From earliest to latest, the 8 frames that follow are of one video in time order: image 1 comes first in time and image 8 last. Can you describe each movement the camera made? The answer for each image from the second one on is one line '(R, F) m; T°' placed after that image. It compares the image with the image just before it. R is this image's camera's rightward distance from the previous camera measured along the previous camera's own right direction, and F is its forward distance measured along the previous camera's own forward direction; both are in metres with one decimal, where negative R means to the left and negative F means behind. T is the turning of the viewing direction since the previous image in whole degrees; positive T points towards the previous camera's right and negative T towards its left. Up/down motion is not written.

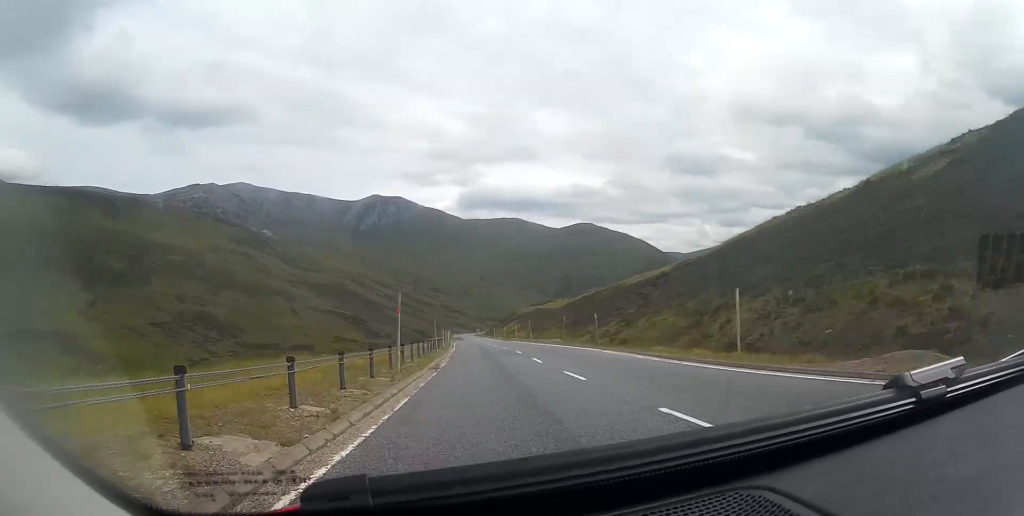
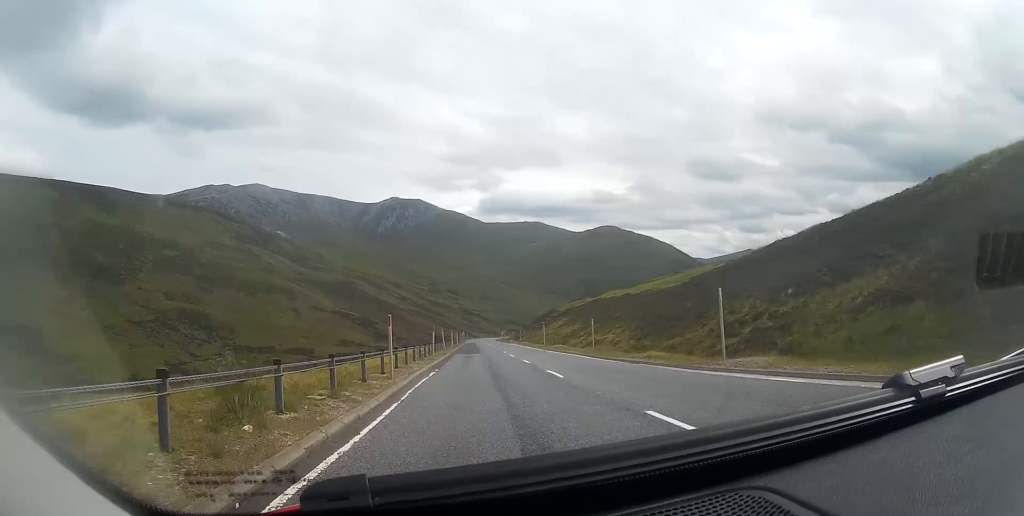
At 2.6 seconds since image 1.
(0.0, +65.4) m; -1°
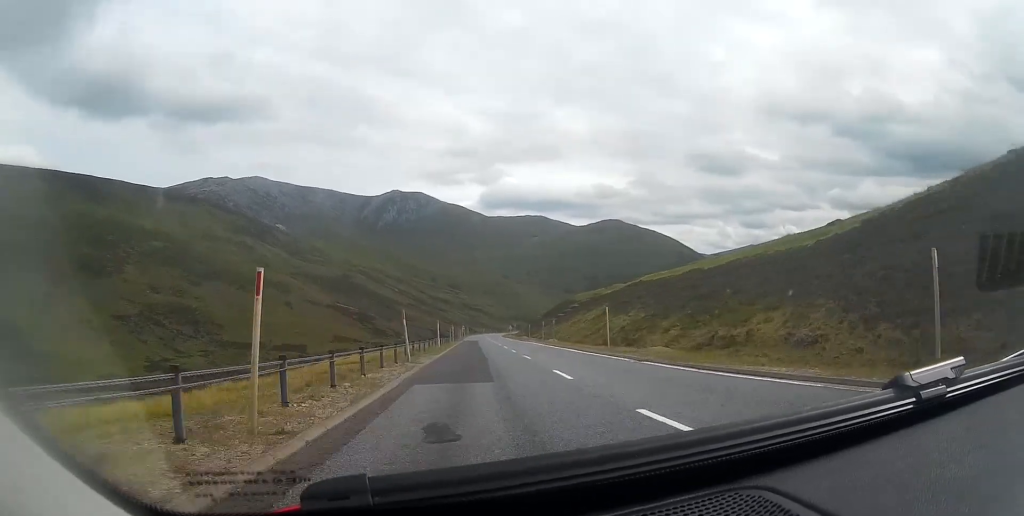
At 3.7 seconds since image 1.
(-0.1, +28.7) m; 0°
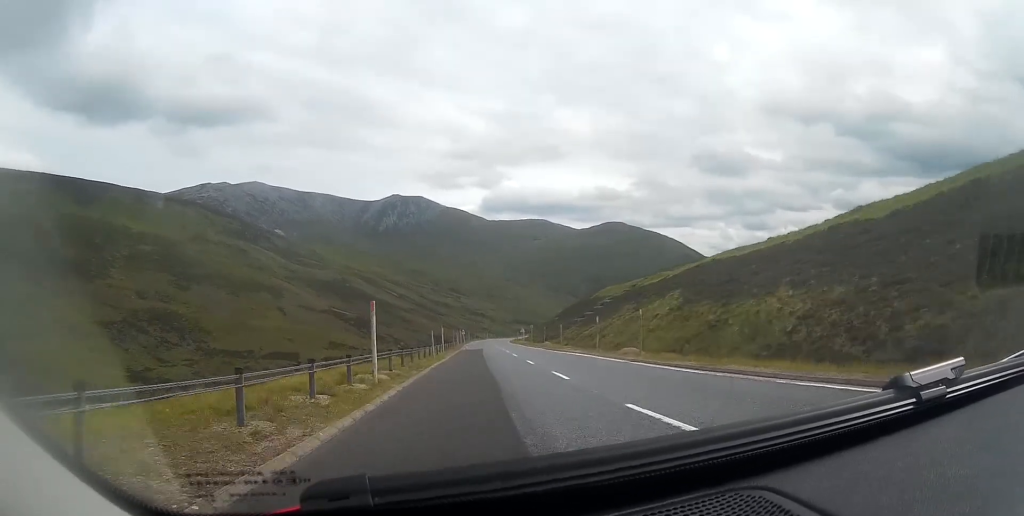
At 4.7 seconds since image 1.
(0.0, +27.3) m; 0°
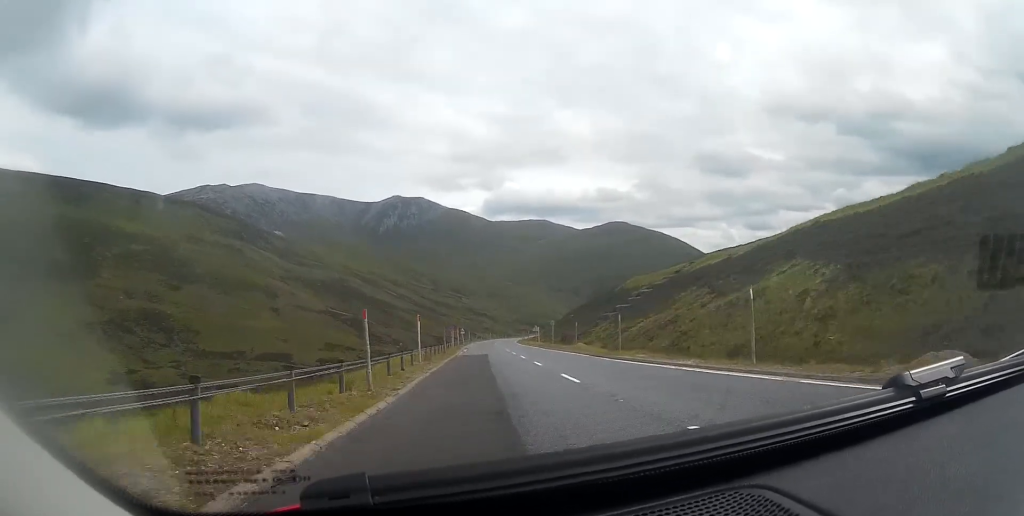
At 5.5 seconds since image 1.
(0.0, +20.5) m; 0°
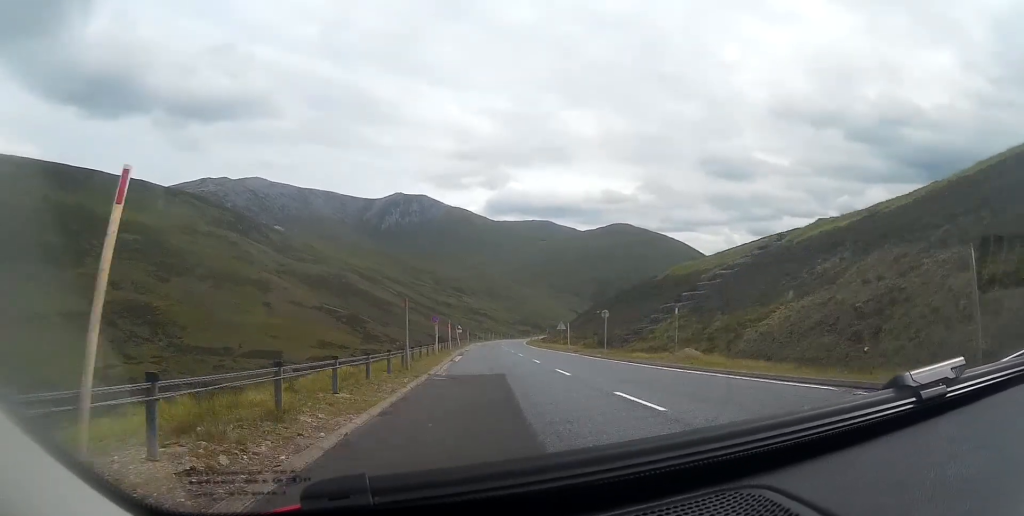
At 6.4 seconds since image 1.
(-0.1, +23.6) m; 0°
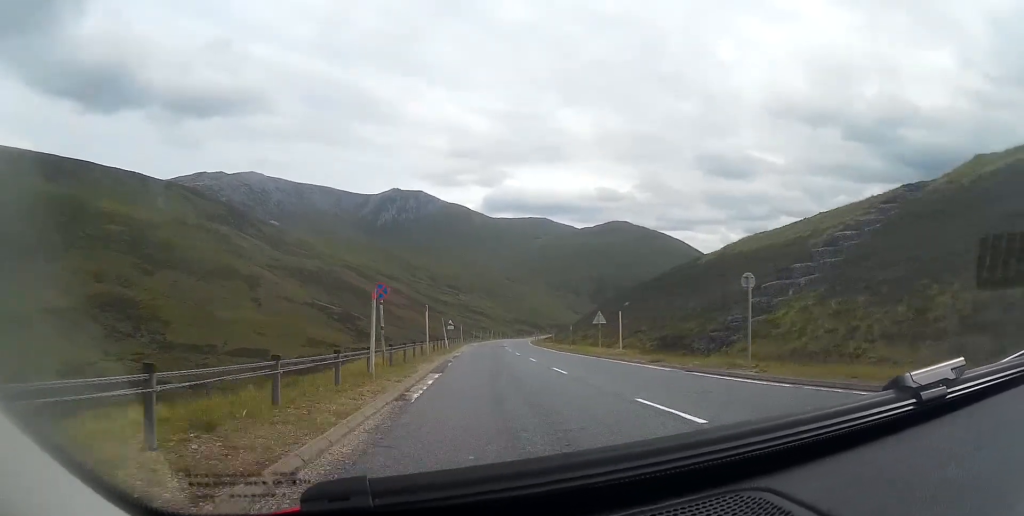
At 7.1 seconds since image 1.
(+0.2, +19.3) m; 0°
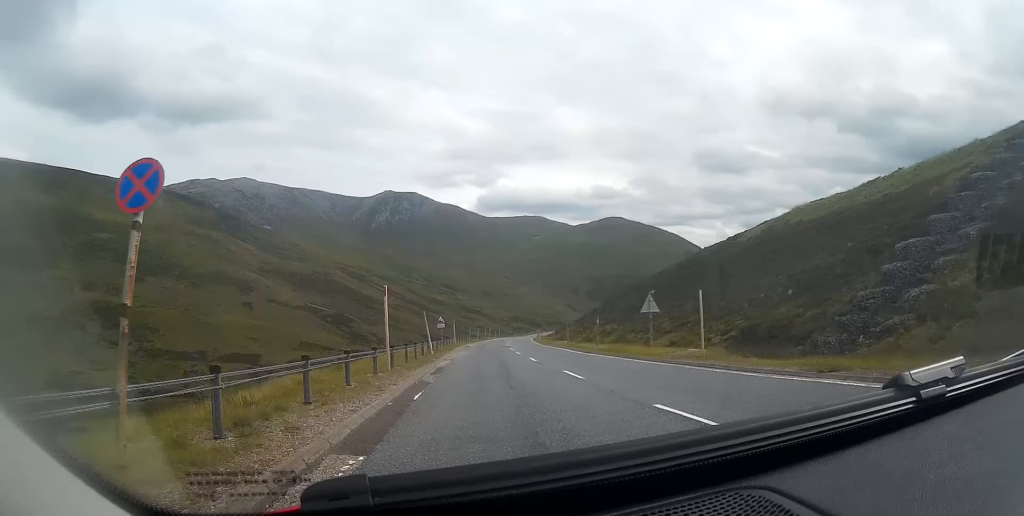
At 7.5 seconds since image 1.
(+0.1, +12.0) m; 0°
